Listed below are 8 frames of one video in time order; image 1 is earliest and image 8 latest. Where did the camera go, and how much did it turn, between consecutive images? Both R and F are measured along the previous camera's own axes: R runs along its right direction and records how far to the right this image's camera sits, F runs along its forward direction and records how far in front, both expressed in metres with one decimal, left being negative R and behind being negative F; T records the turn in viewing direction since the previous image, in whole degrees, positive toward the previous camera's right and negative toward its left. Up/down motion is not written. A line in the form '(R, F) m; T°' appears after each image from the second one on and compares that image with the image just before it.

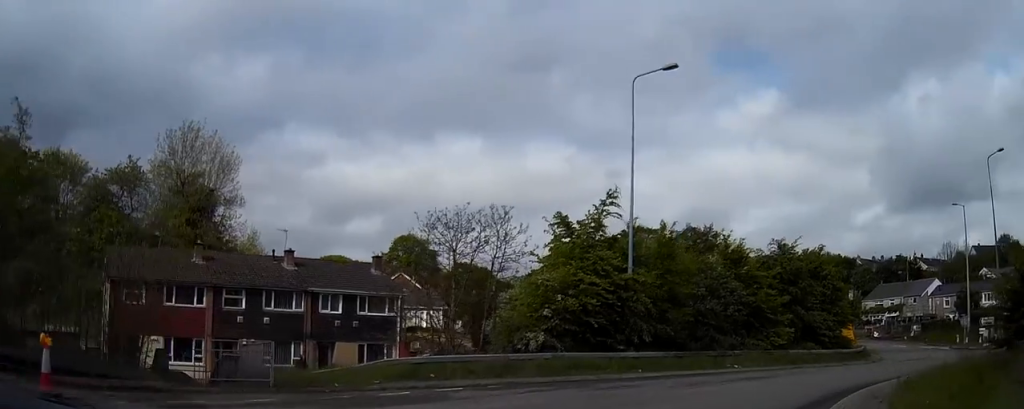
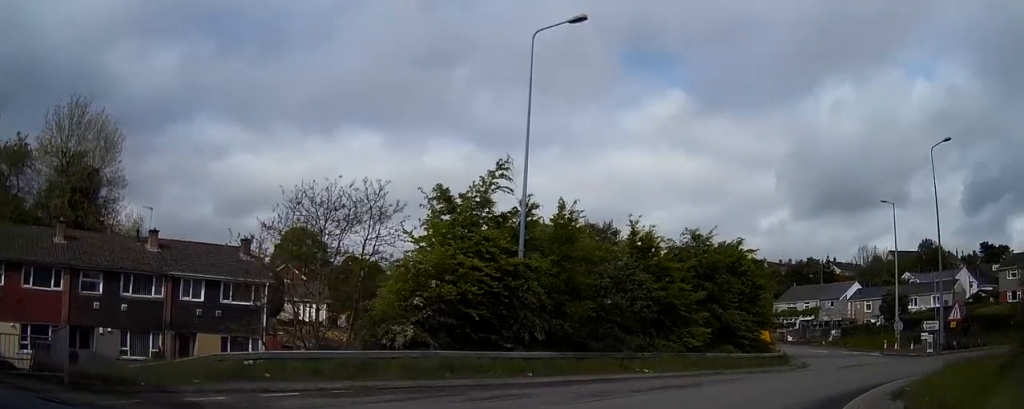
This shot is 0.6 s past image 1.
(+0.4, +4.6) m; +8°
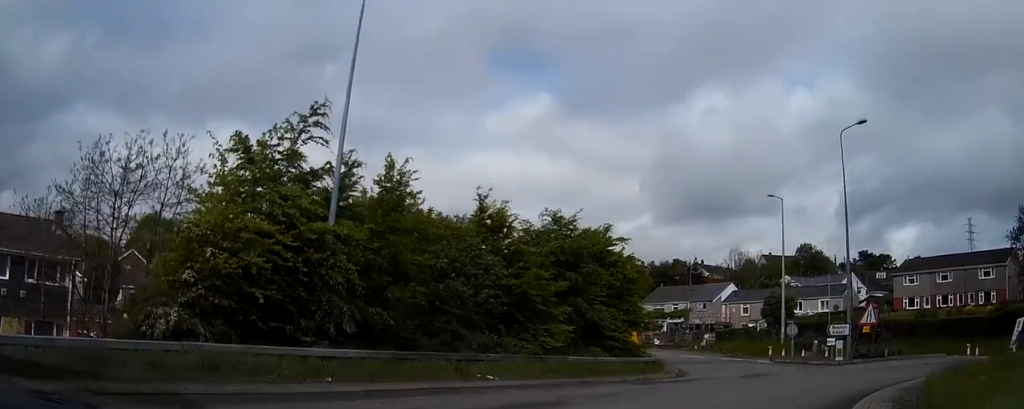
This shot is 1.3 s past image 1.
(+0.5, +5.9) m; +11°
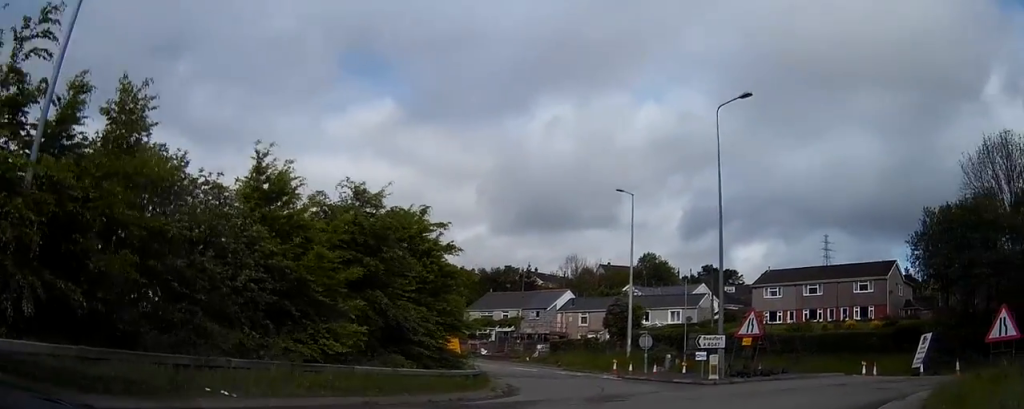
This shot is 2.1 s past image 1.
(+0.7, +6.6) m; +13°
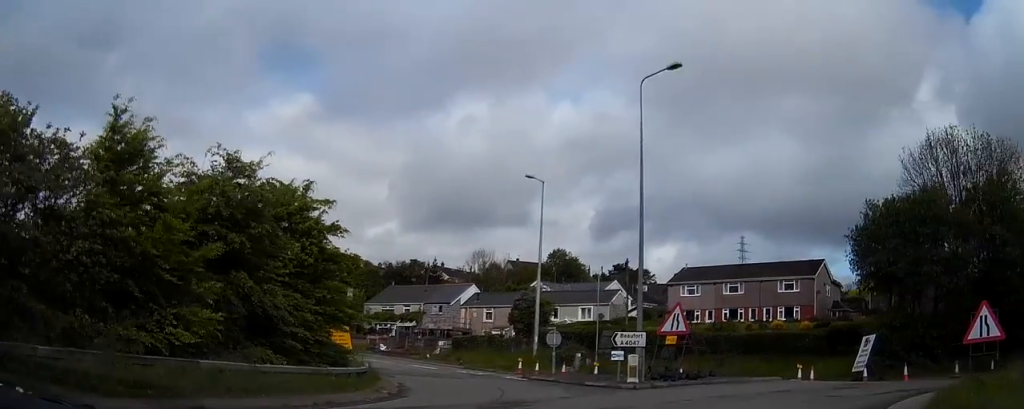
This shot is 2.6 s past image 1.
(+0.3, +3.5) m; +7°
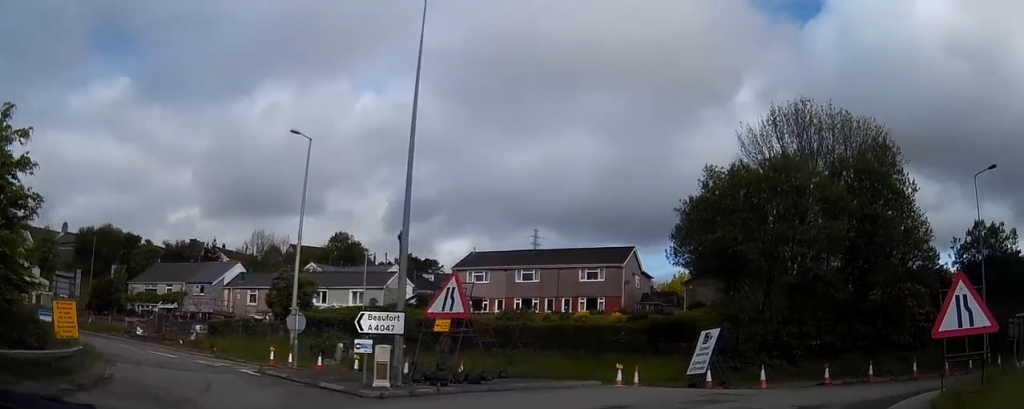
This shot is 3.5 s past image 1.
(+0.9, +7.7) m; +15°
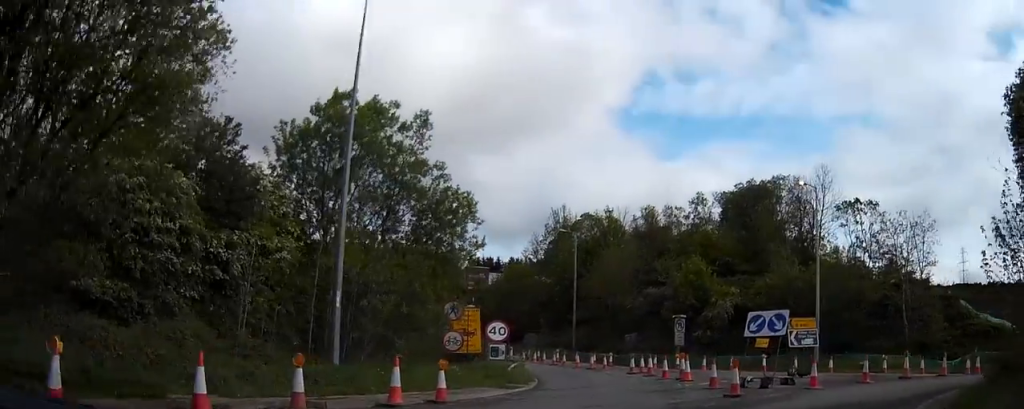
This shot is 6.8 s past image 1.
(+13.0, +24.9) m; +53°
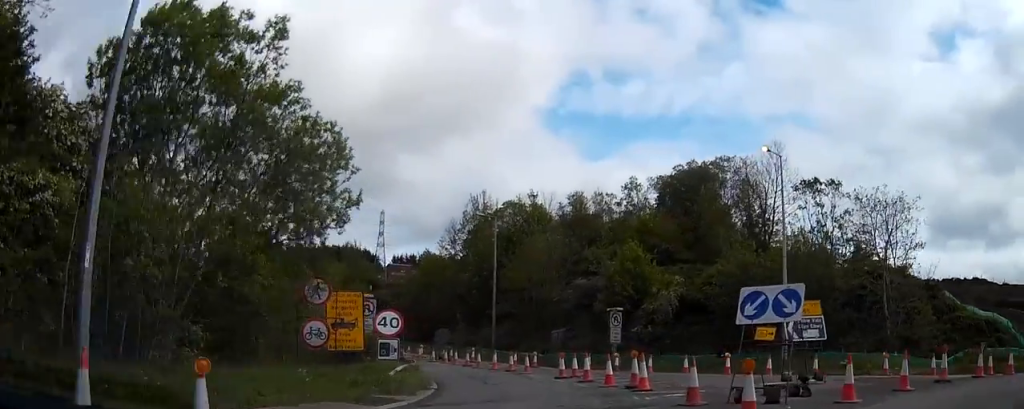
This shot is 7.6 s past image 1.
(+0.8, +8.0) m; +8°
